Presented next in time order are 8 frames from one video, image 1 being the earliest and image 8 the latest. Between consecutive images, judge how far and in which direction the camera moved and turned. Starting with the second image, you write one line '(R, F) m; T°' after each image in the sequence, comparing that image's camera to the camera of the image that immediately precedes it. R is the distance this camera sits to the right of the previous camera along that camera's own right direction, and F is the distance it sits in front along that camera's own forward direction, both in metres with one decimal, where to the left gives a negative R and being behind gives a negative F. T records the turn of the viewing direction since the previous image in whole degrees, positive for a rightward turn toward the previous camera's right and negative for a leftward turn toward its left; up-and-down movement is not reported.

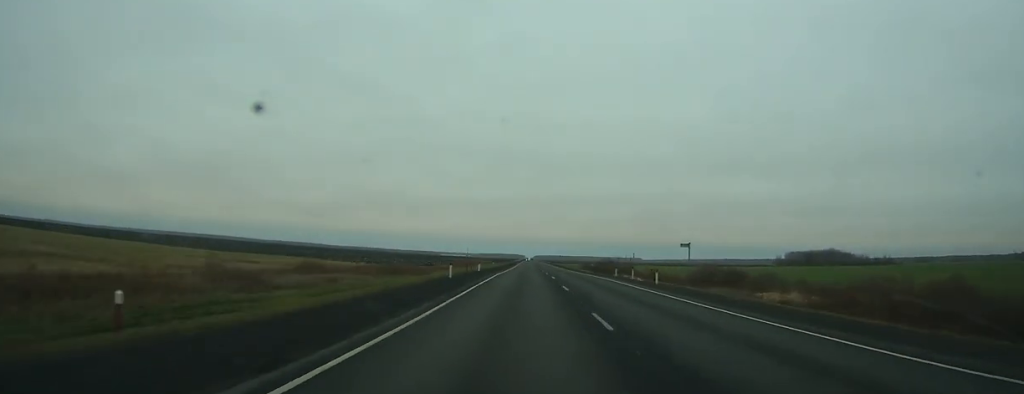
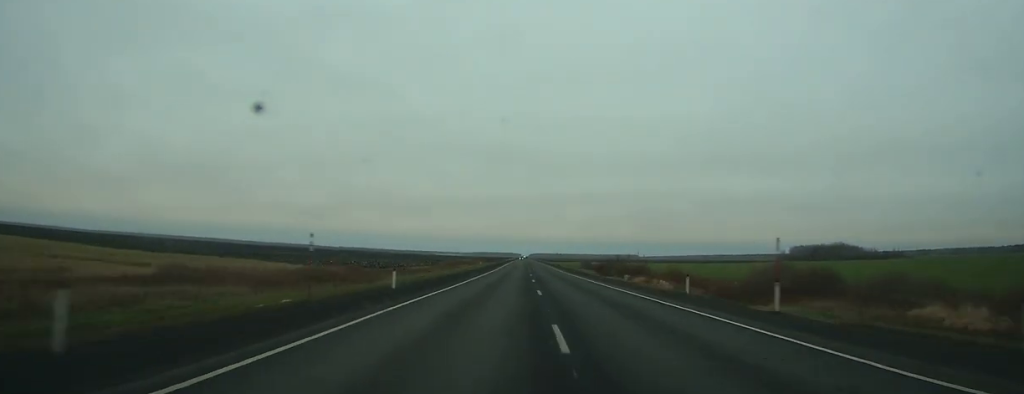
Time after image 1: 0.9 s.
(0.0, +26.0) m; 0°
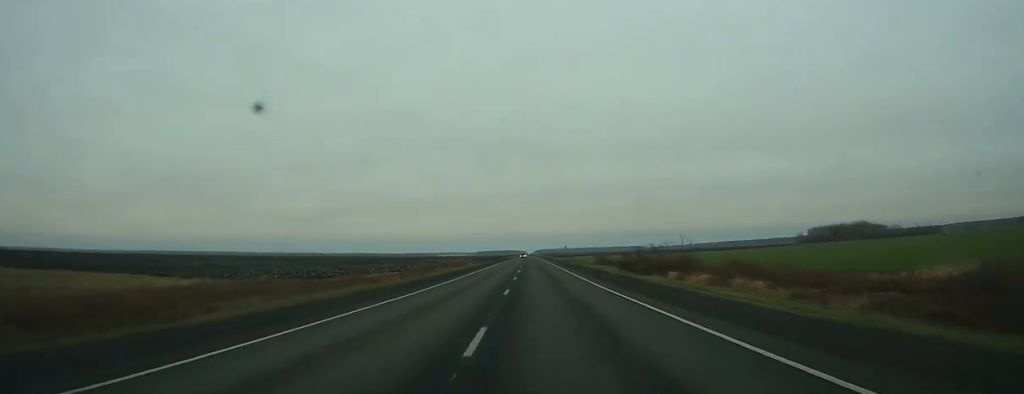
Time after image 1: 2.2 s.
(+0.3, +36.2) m; 0°
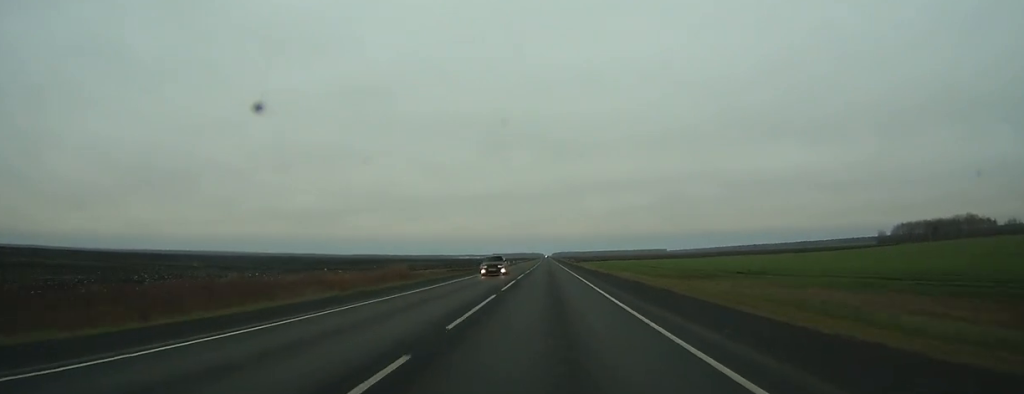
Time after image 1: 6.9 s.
(-0.8, +137.0) m; -1°
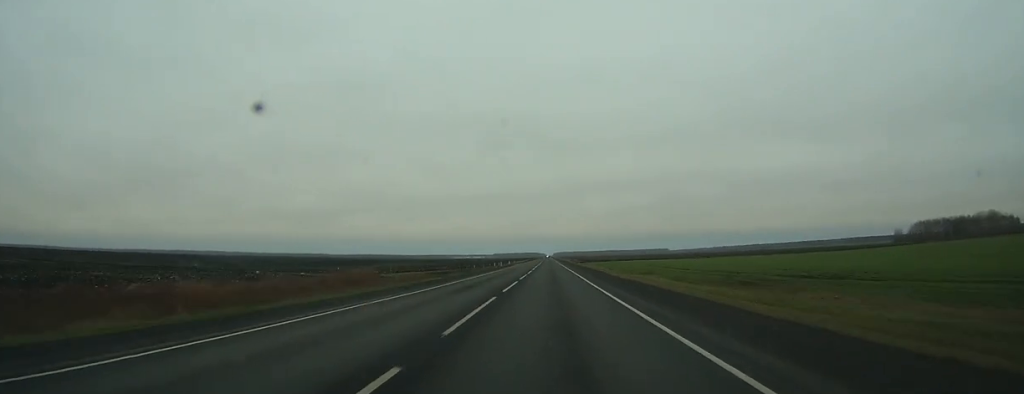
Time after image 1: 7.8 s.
(-0.1, +25.3) m; 0°
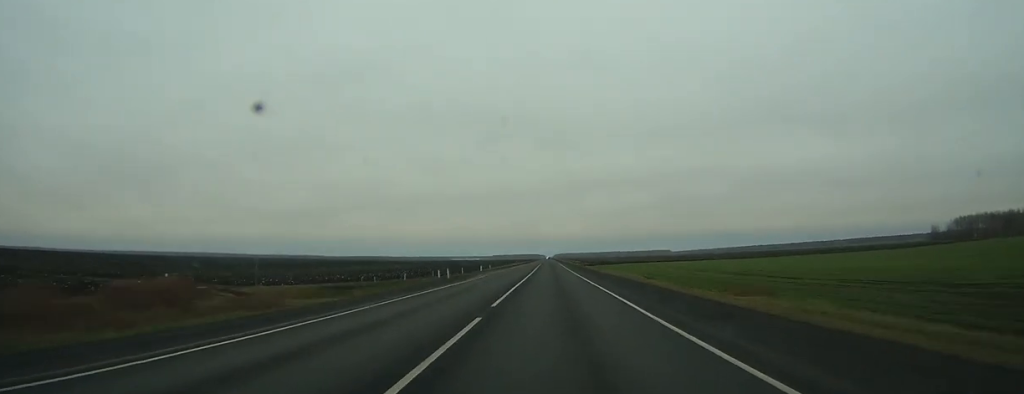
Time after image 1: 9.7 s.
(-0.2, +54.7) m; 0°
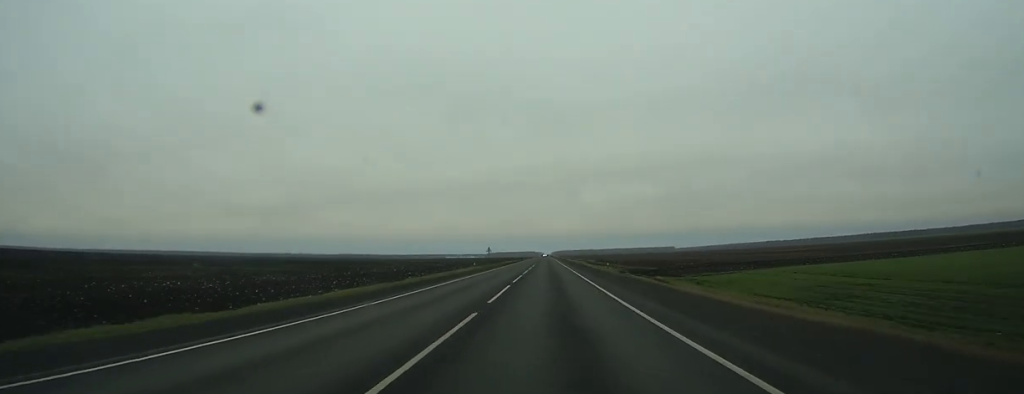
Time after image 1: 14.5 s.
(+0.5, +144.7) m; 0°
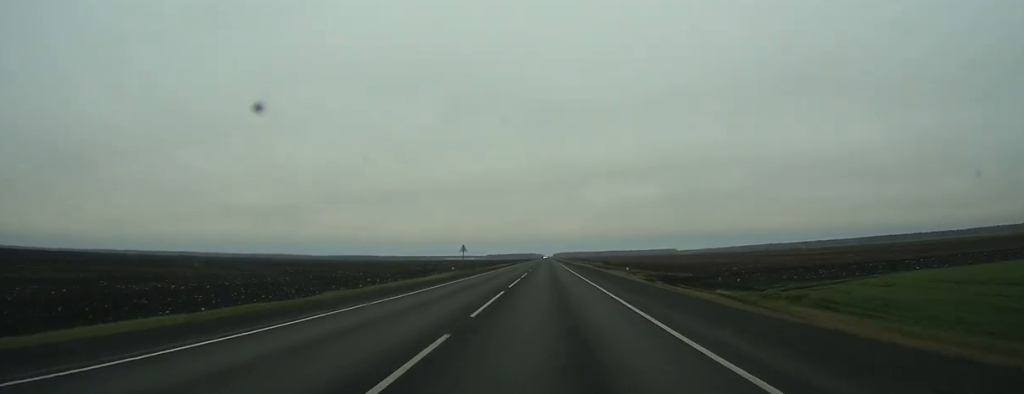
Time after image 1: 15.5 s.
(-0.1, +28.0) m; 0°
